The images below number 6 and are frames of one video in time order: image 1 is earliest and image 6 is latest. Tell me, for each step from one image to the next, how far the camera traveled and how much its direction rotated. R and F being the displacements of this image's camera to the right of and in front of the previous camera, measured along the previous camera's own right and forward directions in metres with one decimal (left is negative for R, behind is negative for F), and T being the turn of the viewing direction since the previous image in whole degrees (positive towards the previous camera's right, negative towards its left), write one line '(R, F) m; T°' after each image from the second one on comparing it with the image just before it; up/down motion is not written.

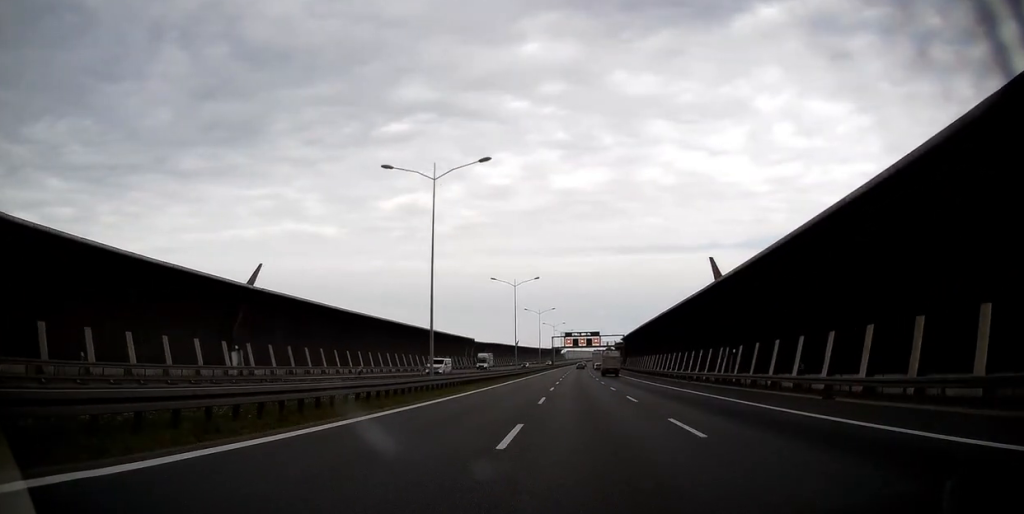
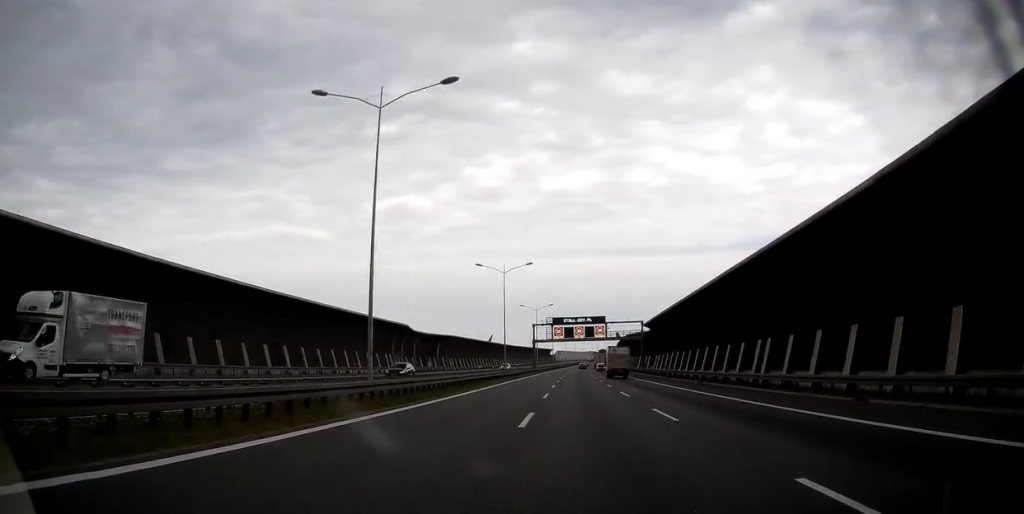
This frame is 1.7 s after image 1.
(+0.5, +56.8) m; +1°
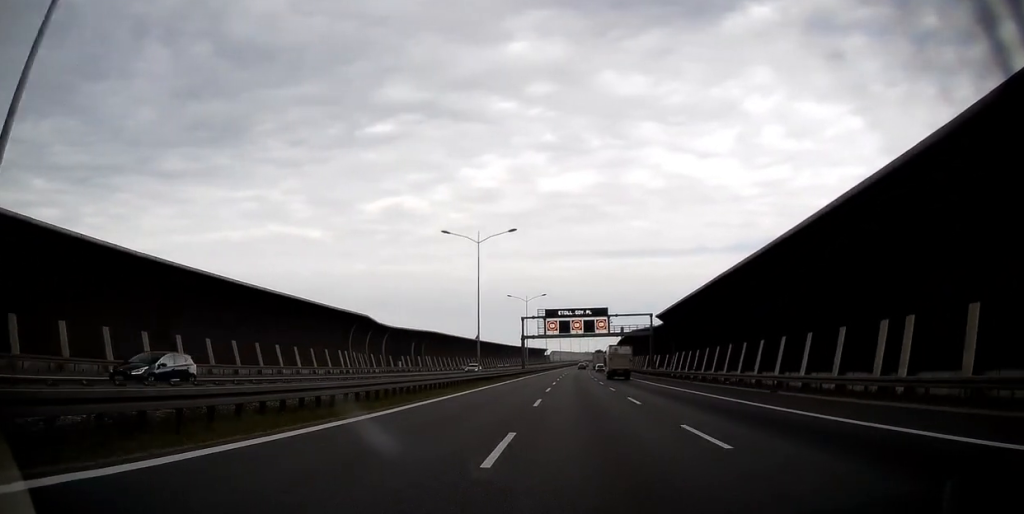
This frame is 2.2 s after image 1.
(+0.1, +17.1) m; 0°
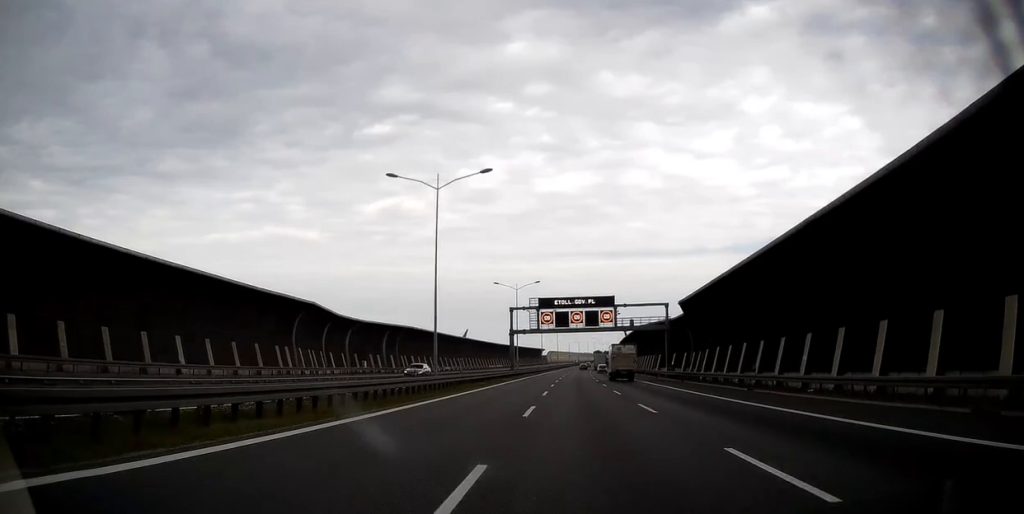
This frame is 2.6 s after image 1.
(0.0, +16.0) m; 0°
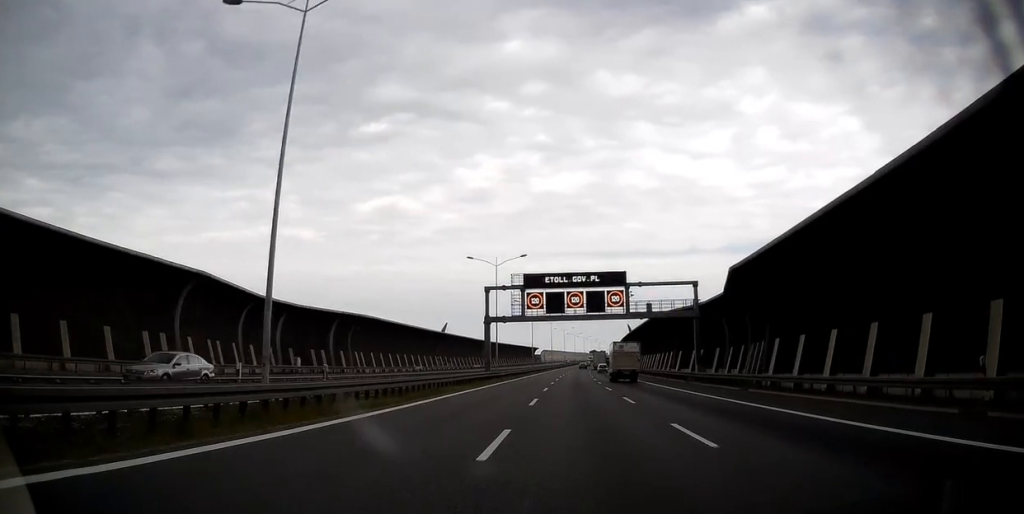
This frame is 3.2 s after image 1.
(+0.1, +19.5) m; 0°
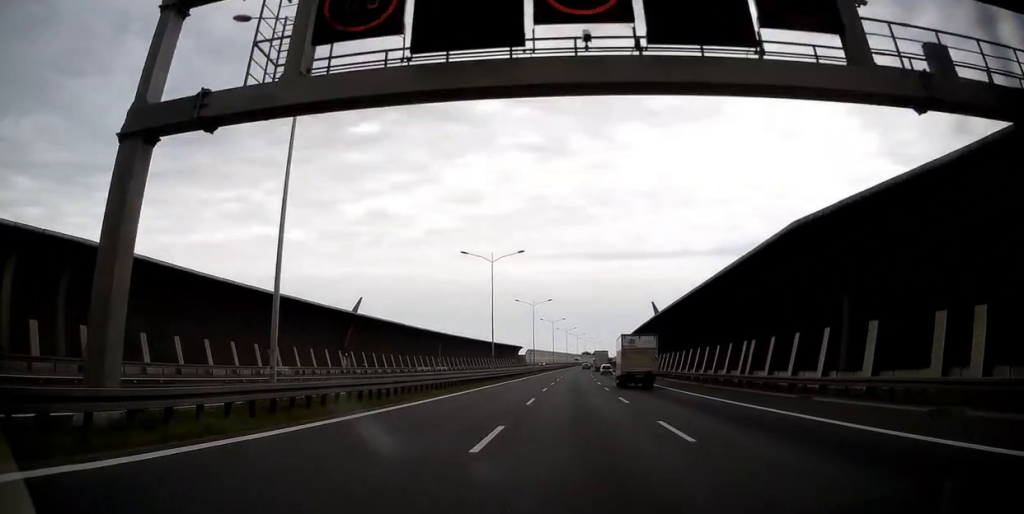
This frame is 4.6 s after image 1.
(+0.1, +47.2) m; +1°
